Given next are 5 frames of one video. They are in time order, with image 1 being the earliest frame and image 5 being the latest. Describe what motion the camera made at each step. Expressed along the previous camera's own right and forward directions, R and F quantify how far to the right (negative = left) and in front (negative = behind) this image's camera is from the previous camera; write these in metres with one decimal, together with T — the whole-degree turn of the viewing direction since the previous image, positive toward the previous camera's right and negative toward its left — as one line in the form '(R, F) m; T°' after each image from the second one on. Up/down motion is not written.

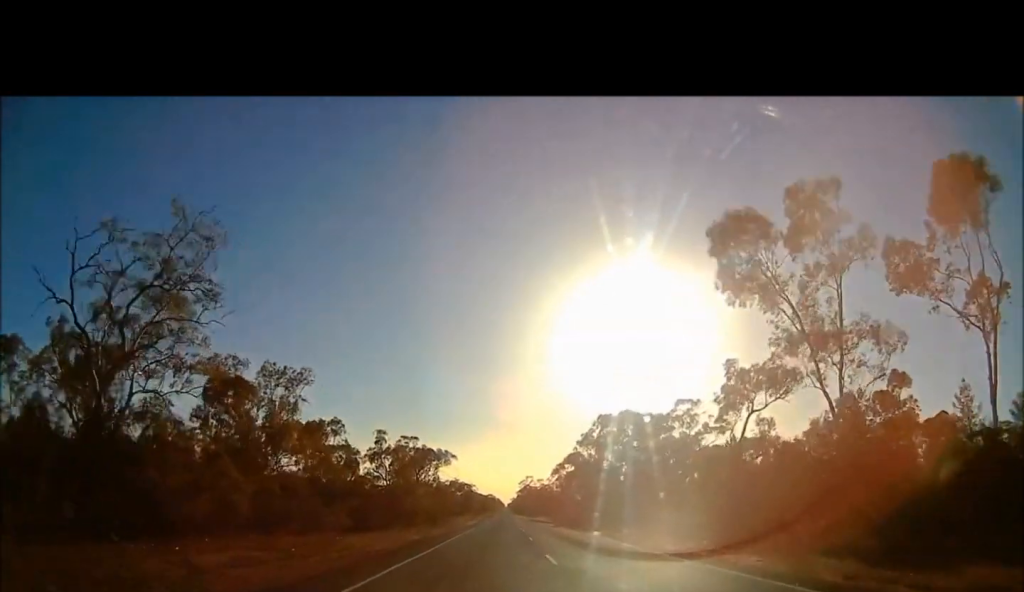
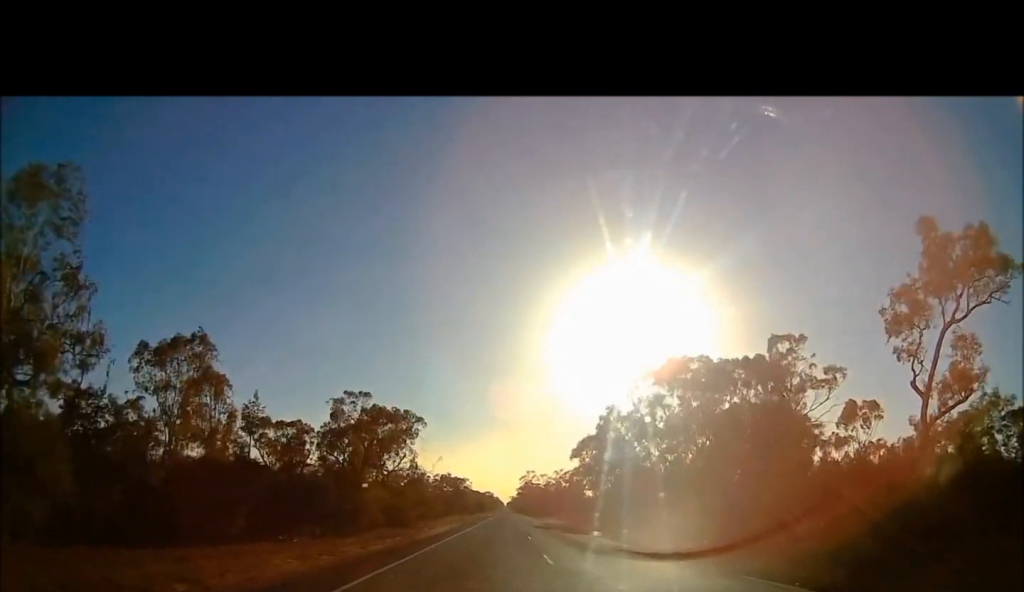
(+0.7, +37.0) m; +1°
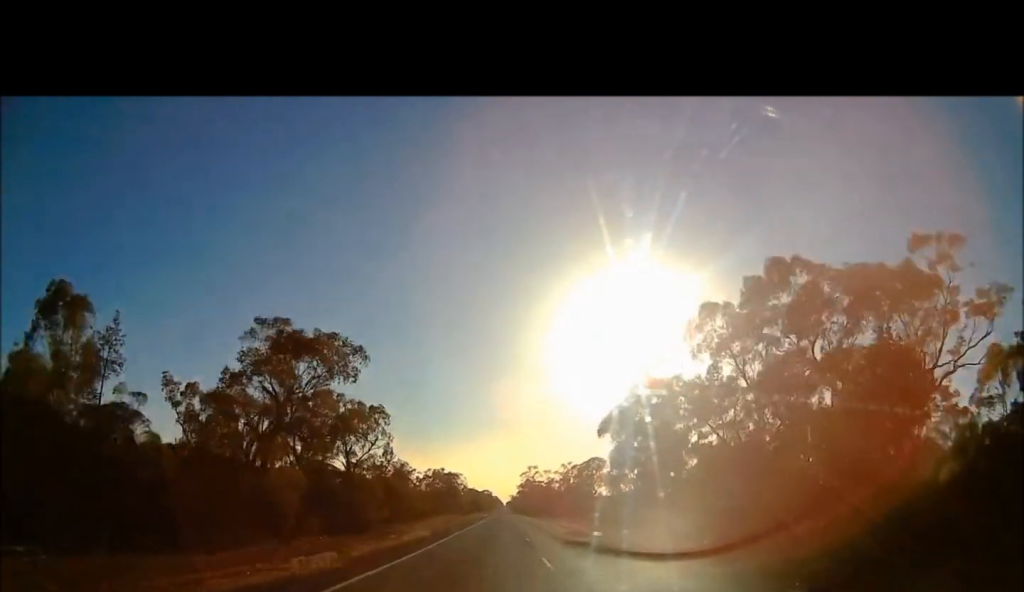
(0.0, +25.8) m; -1°
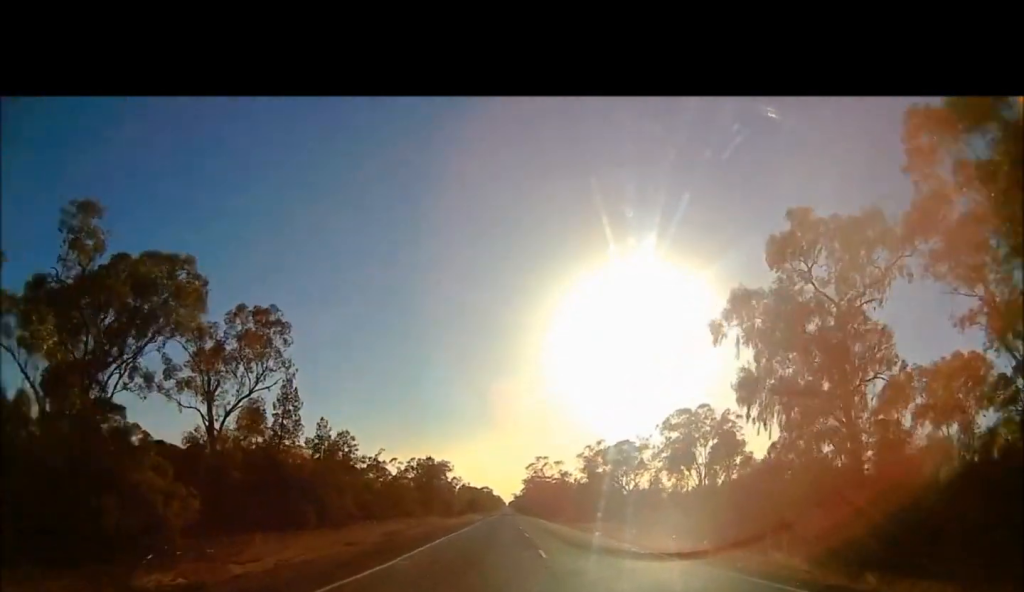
(-0.7, +46.0) m; 0°
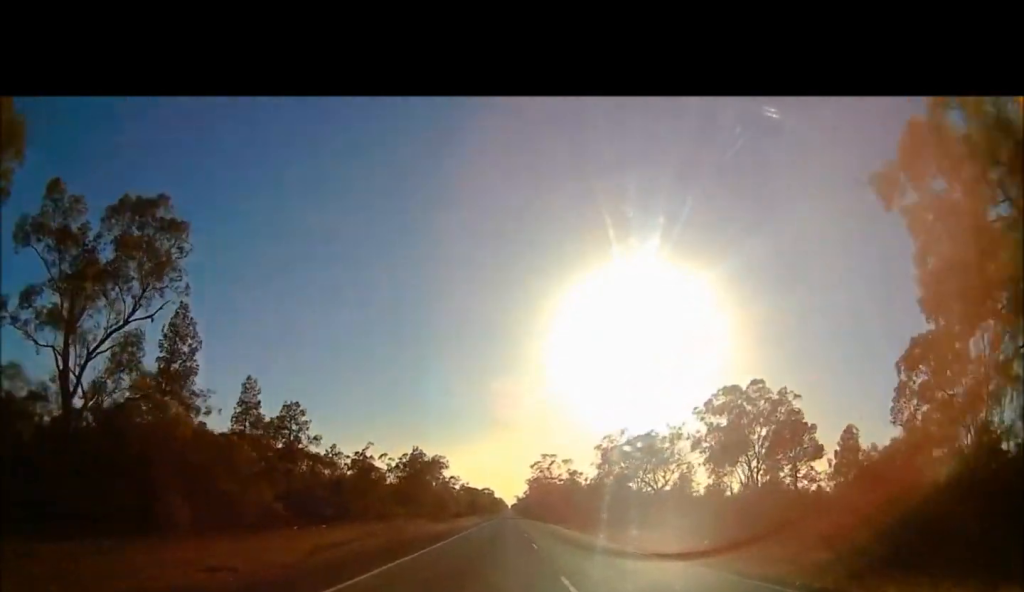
(+0.3, +19.0) m; +1°
